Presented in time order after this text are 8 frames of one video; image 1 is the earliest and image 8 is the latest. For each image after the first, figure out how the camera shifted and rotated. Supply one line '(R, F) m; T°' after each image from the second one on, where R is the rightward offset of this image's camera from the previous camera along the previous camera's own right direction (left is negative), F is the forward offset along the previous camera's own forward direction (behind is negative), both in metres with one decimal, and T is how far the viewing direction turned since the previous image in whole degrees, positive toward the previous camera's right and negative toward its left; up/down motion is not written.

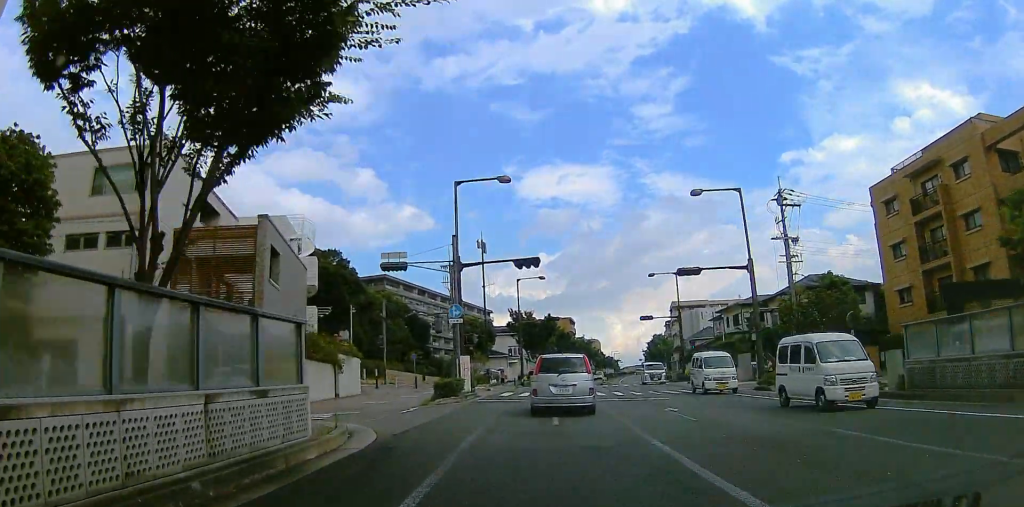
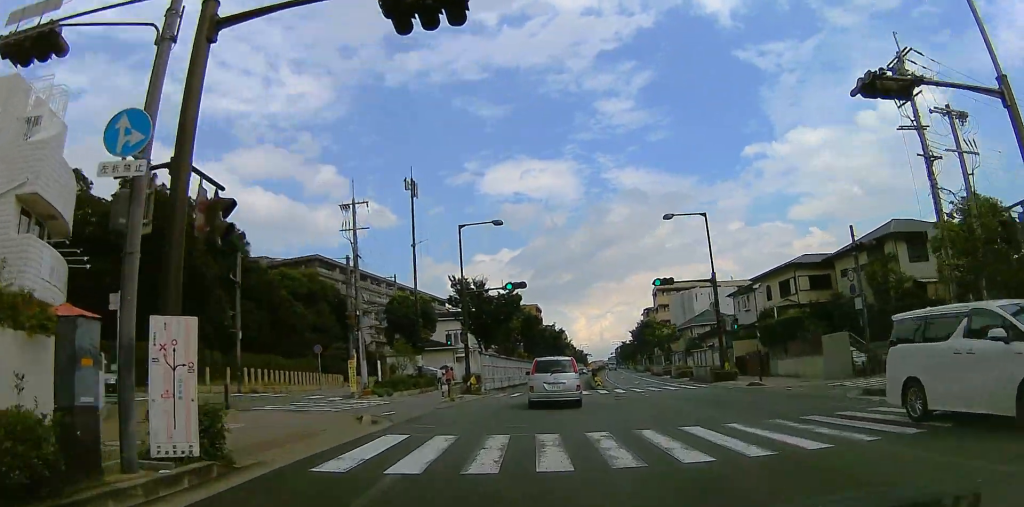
(+1.2, +20.9) m; +7°
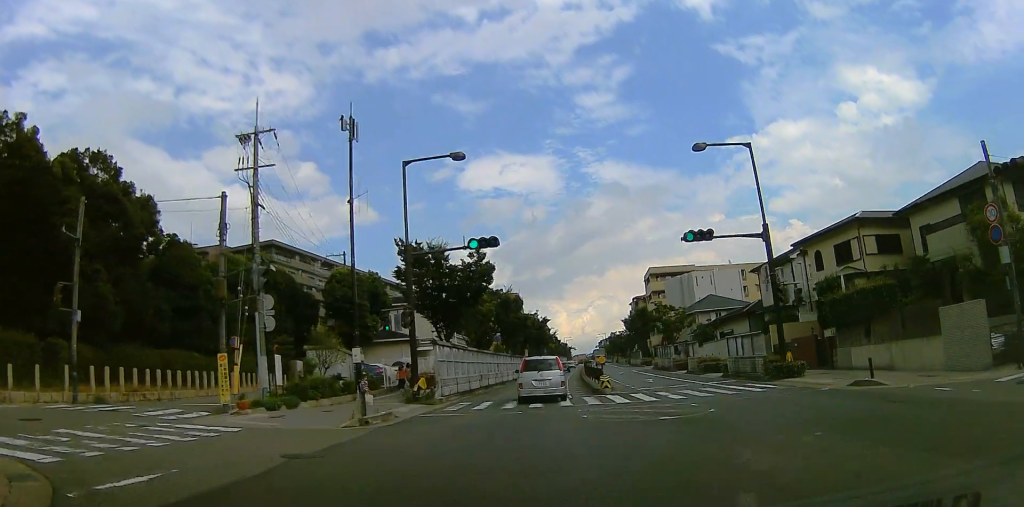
(+1.5, +11.4) m; +8°
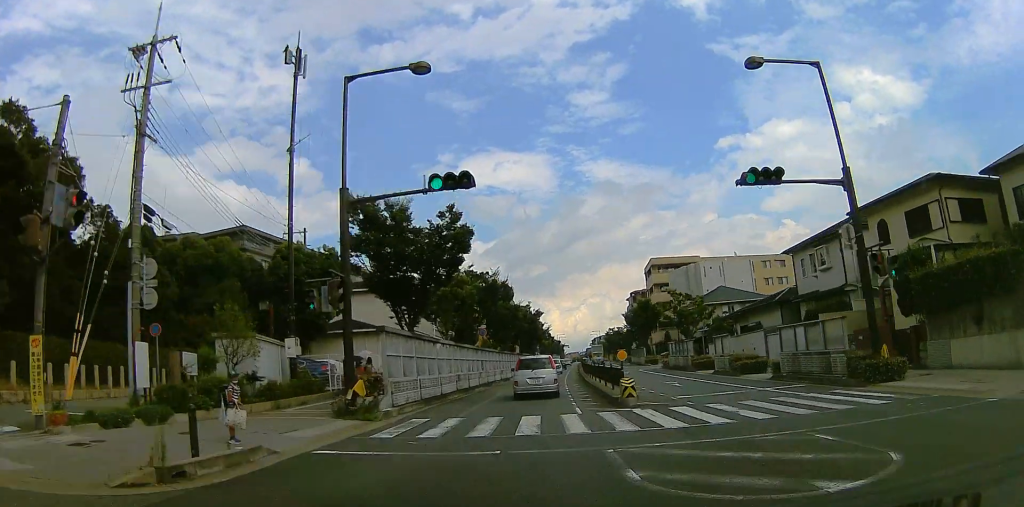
(+0.1, +7.9) m; -7°
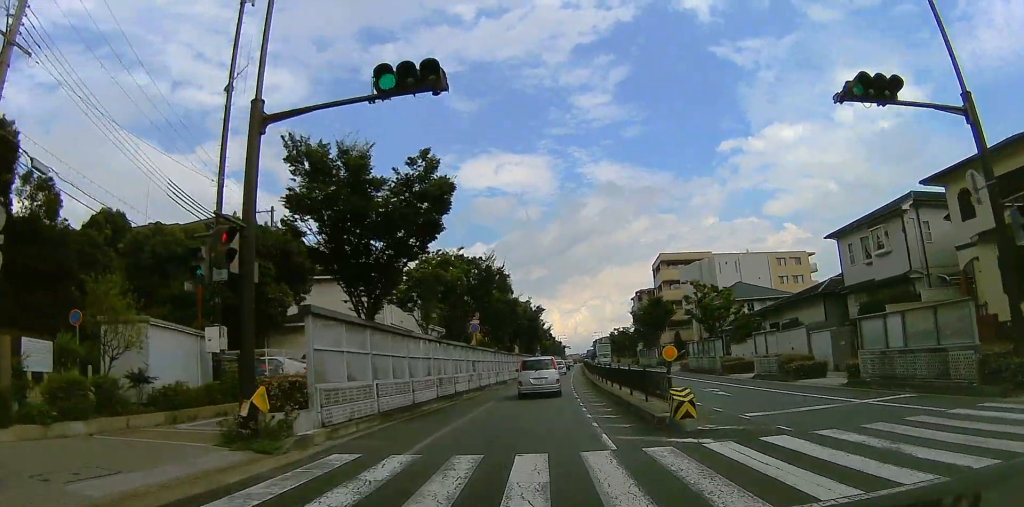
(-0.6, +6.1) m; -1°
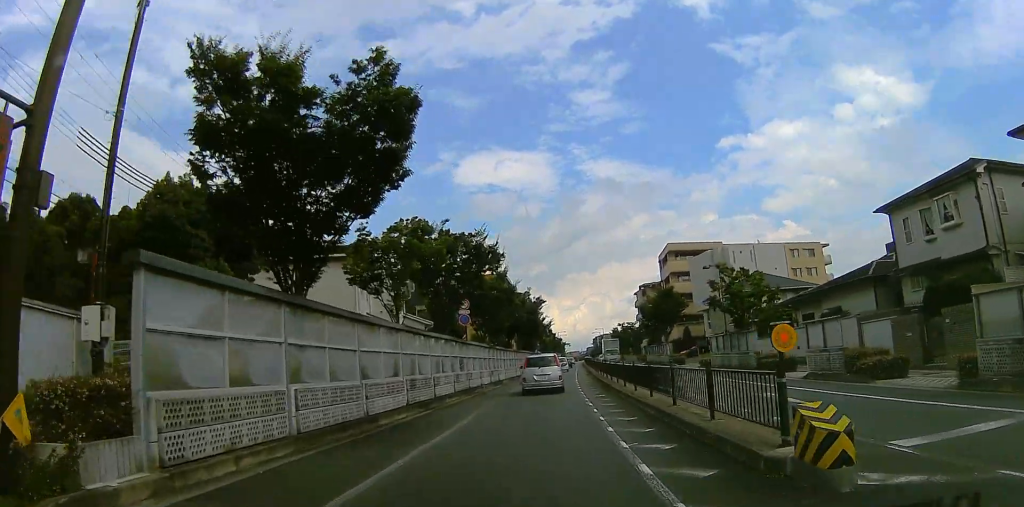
(-0.8, +5.4) m; 0°
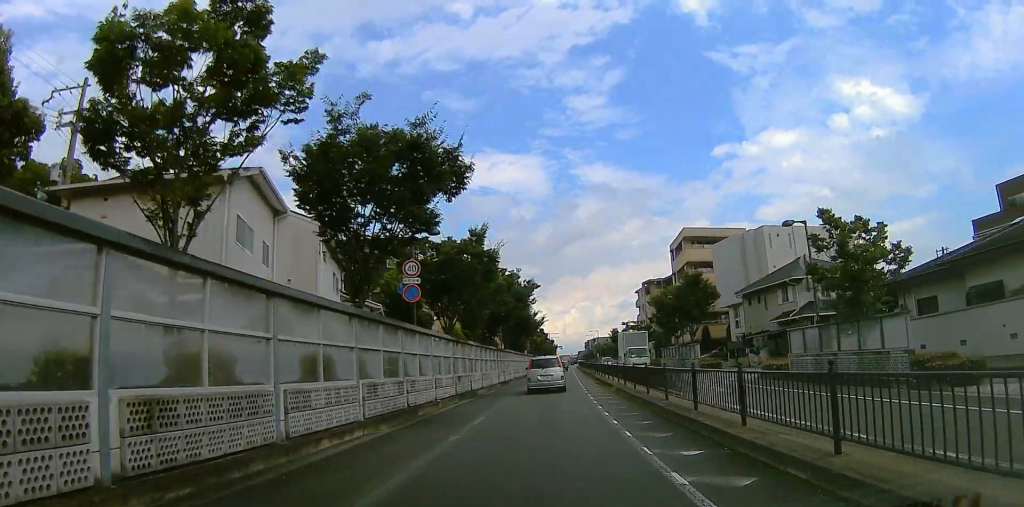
(+1.6, +12.3) m; +8°
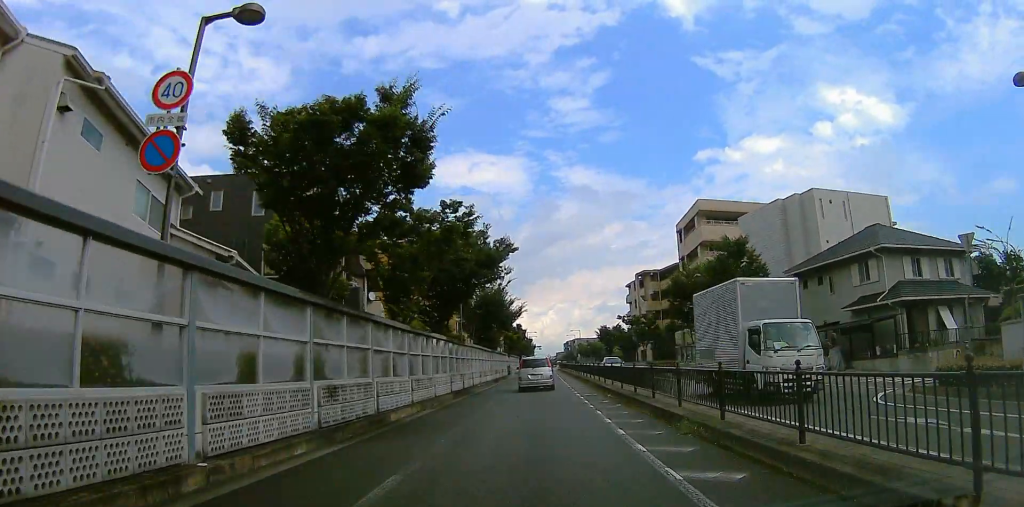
(0.0, +13.2) m; 0°
